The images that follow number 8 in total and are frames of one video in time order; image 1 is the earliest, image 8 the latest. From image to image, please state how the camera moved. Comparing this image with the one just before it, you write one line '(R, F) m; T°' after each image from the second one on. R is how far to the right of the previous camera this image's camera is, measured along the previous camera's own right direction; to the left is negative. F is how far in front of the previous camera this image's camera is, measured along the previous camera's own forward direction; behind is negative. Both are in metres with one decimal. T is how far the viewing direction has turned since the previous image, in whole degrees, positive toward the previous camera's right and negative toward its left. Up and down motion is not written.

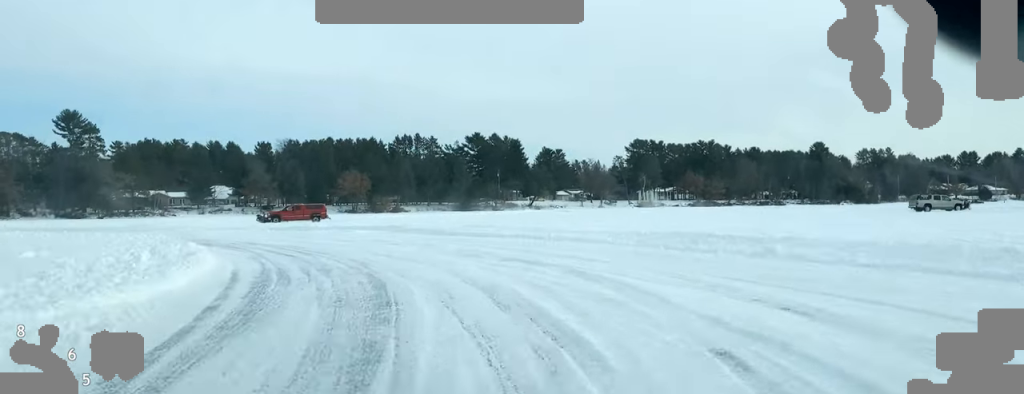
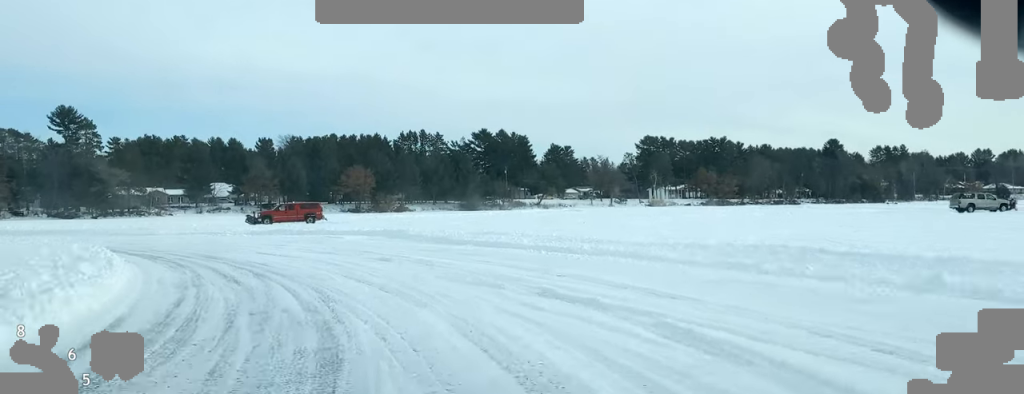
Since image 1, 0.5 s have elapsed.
(-0.5, +6.8) m; -5°
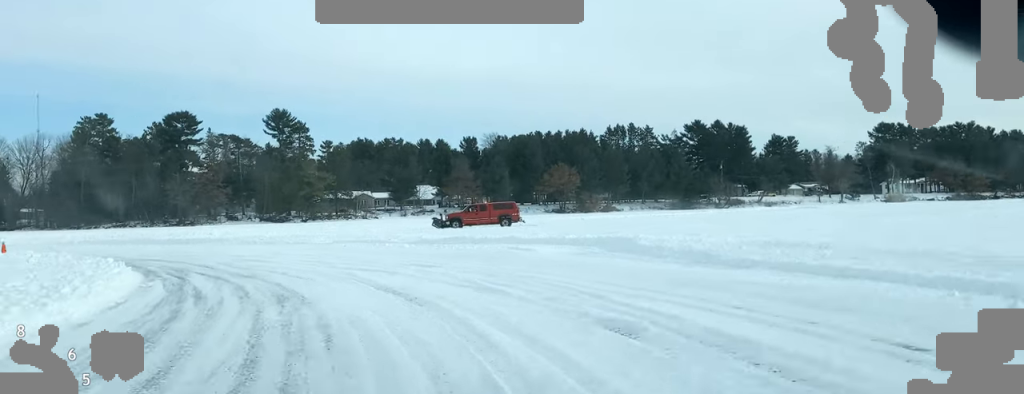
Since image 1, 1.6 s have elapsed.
(-1.5, +15.4) m; -13°
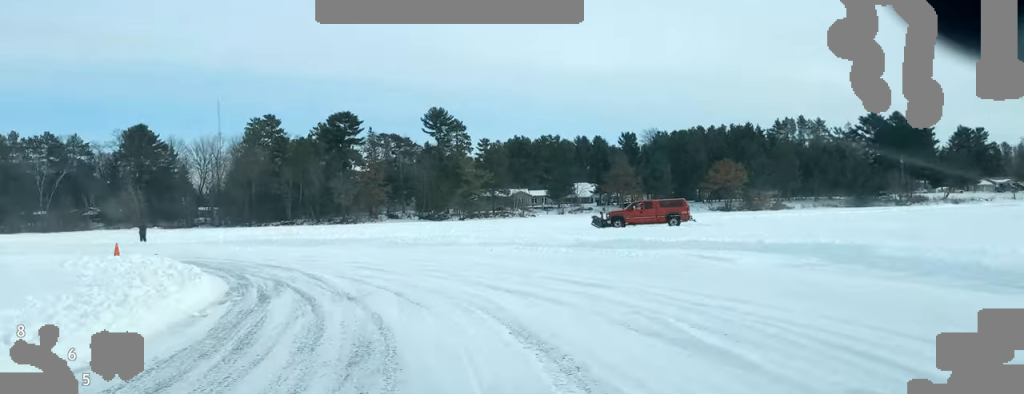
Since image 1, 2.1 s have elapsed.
(-0.1, +6.4) m; -6°
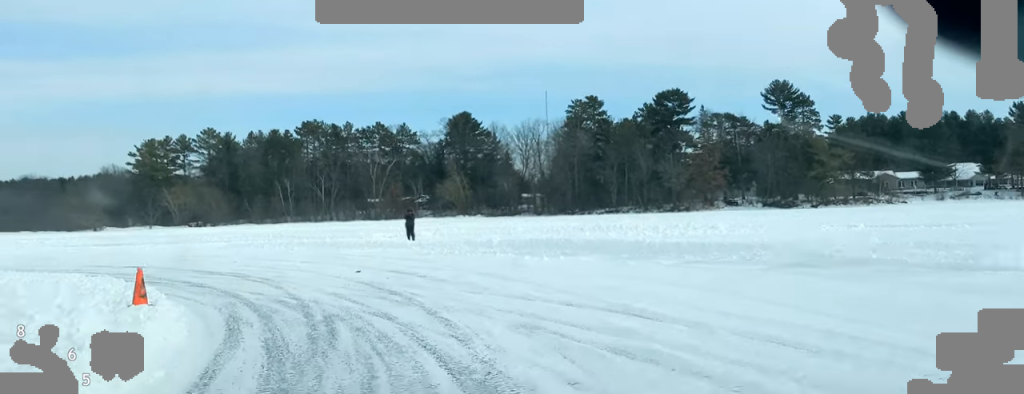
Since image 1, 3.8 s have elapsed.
(-4.2, +21.2) m; -21°
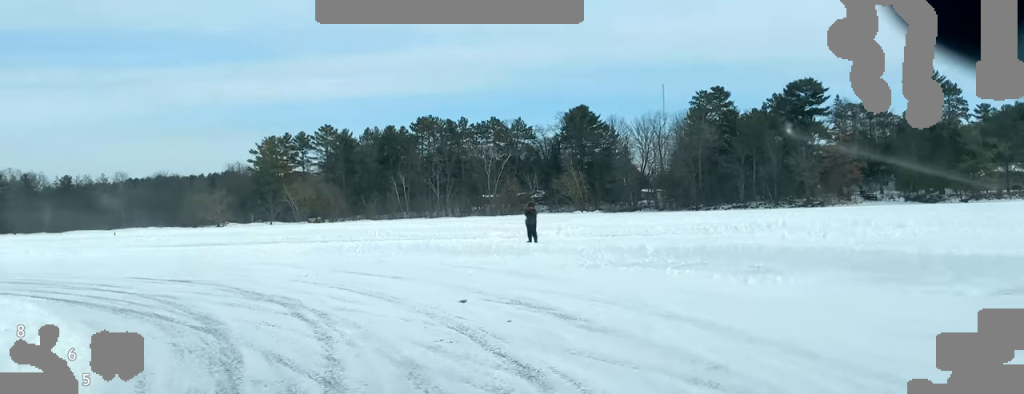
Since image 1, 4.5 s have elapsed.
(-0.6, +7.6) m; -8°
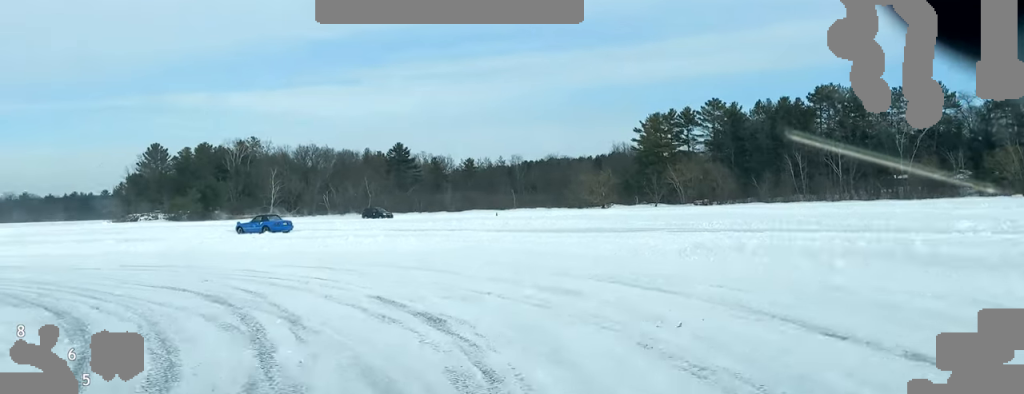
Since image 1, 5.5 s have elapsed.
(-1.4, +12.0) m; -14°
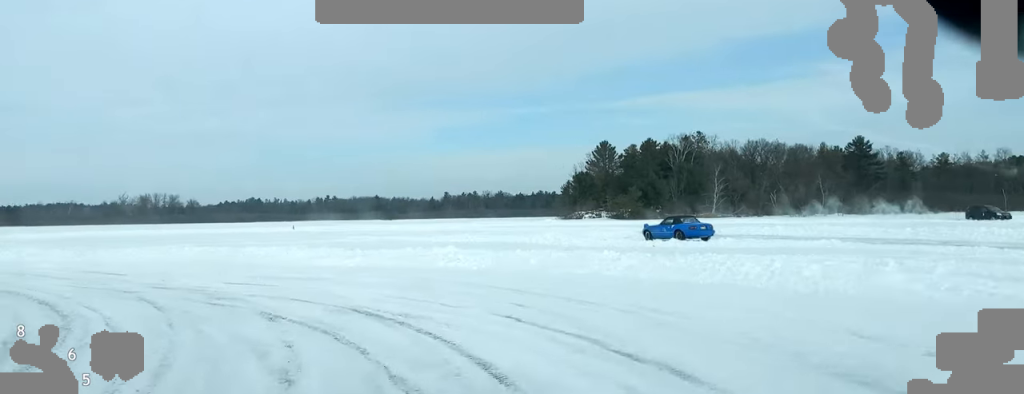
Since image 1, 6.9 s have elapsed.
(-2.5, +14.1) m; -24°
